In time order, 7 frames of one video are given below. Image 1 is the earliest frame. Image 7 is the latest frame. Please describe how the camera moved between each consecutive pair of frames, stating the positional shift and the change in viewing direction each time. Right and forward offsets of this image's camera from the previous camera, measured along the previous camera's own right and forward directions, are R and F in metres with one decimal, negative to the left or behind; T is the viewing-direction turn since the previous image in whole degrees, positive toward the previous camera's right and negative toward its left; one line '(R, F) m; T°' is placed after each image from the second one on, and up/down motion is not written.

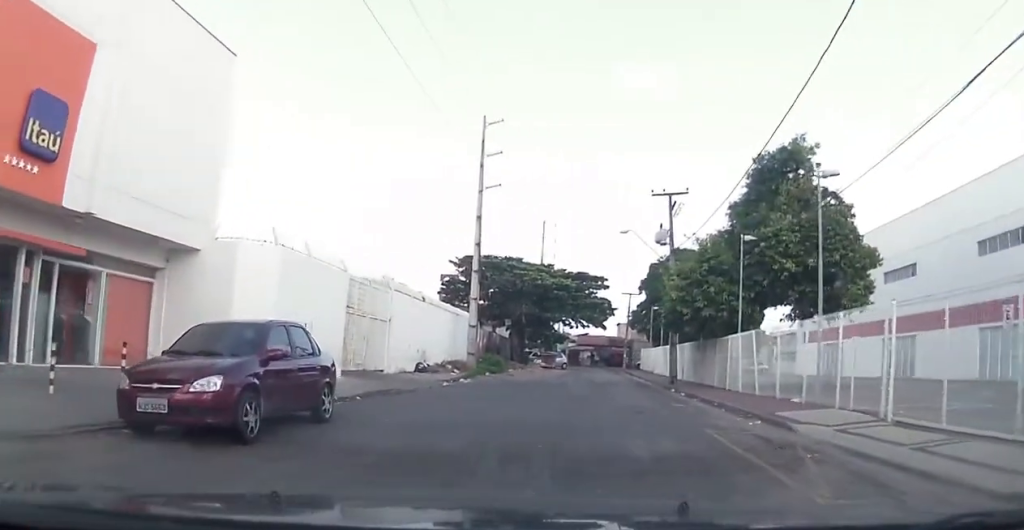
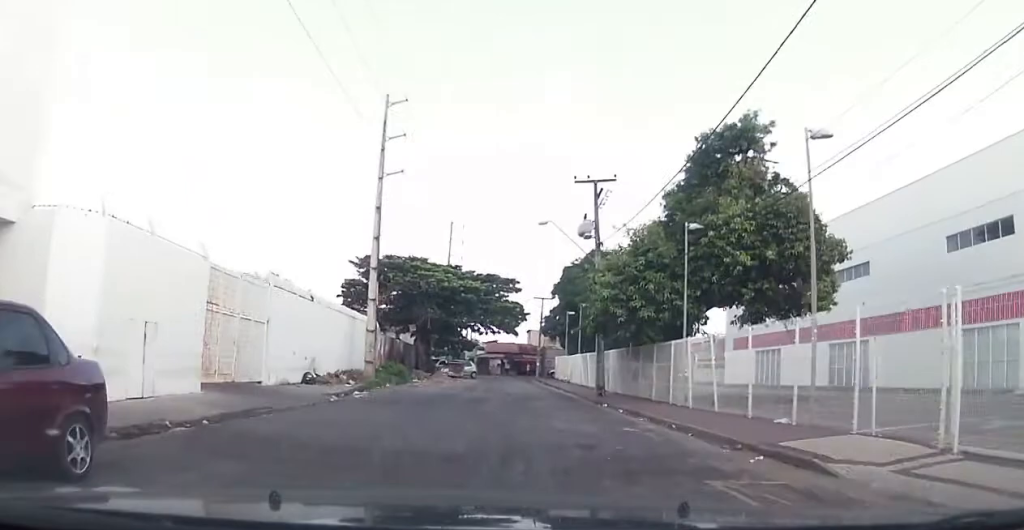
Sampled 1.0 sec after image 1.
(+0.5, +4.2) m; +2°
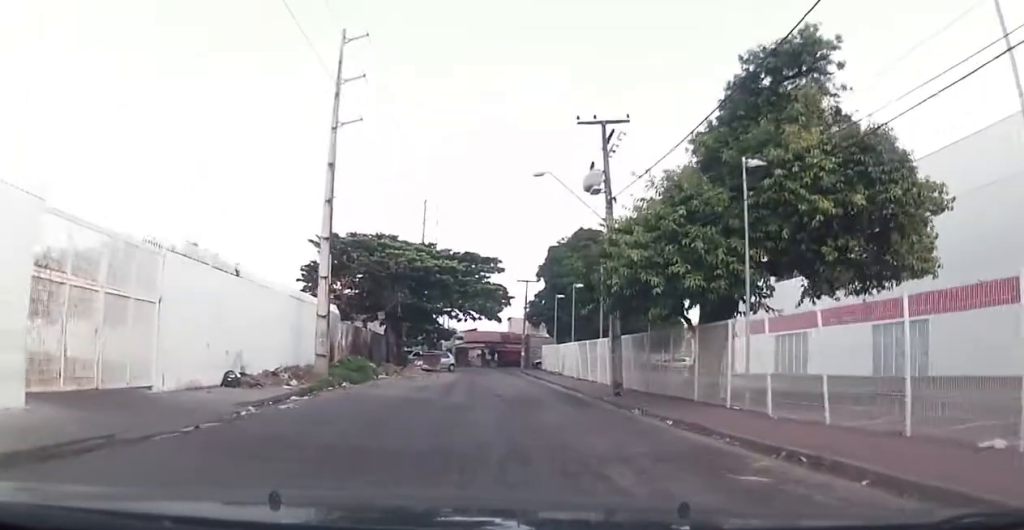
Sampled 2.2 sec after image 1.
(-0.2, +6.6) m; +2°
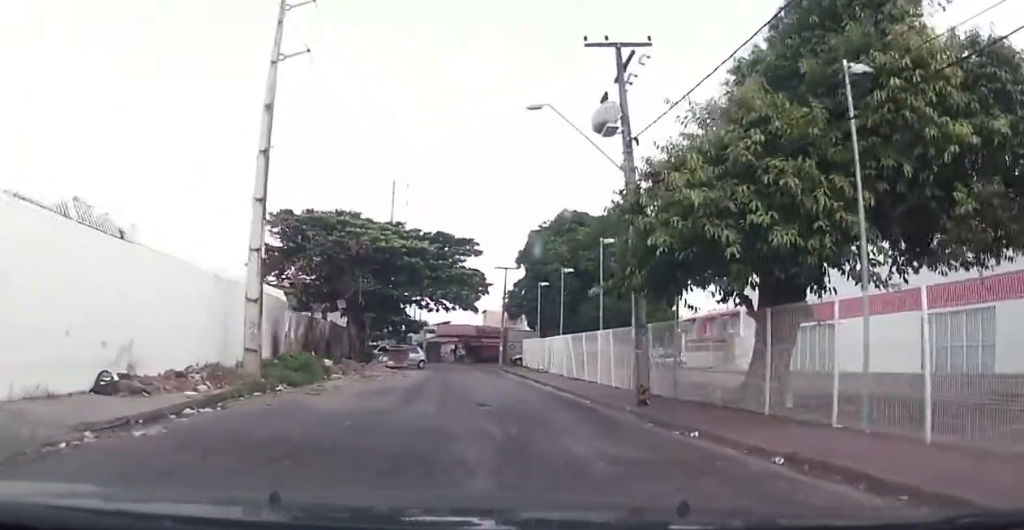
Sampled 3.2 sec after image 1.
(+0.4, +5.9) m; +4°
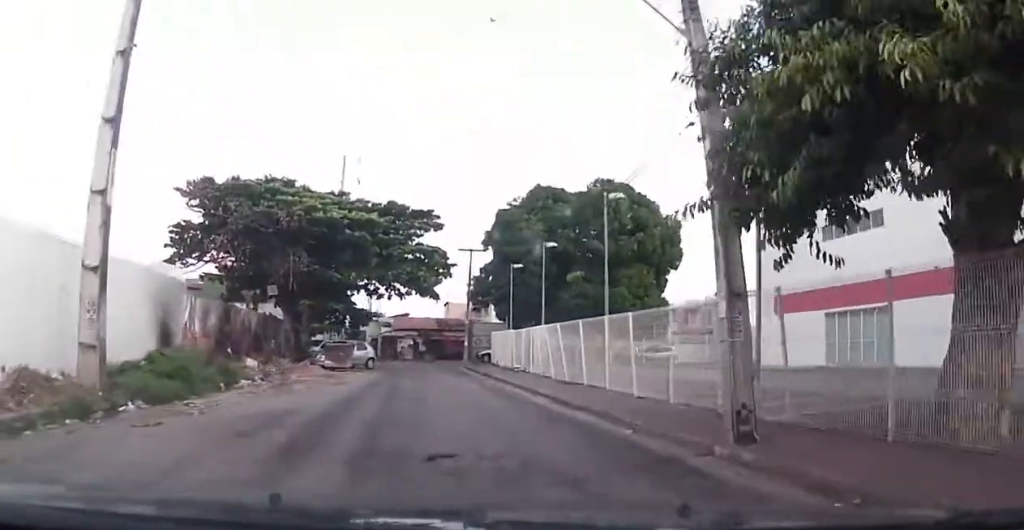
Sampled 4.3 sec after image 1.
(0.0, +7.8) m; +2°
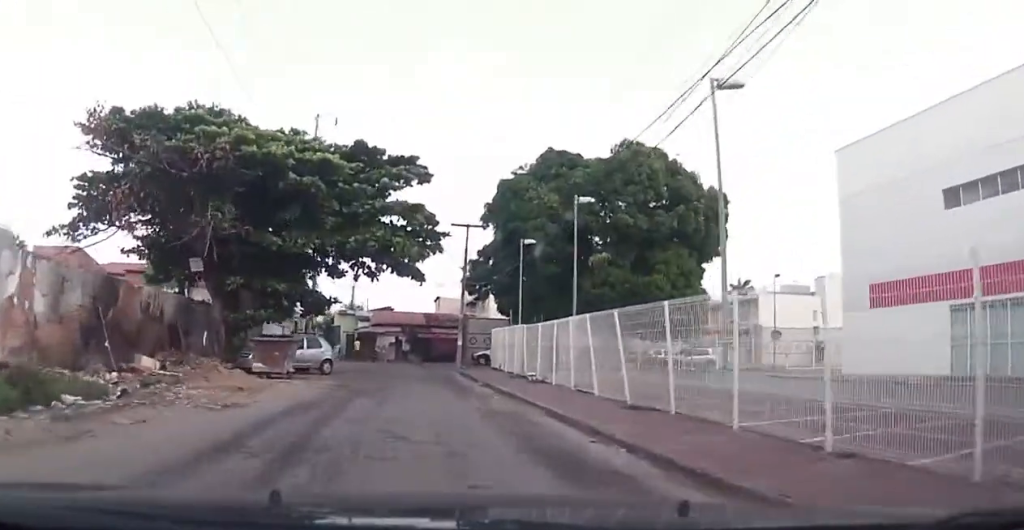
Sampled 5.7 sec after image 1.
(+0.5, +9.9) m; +2°
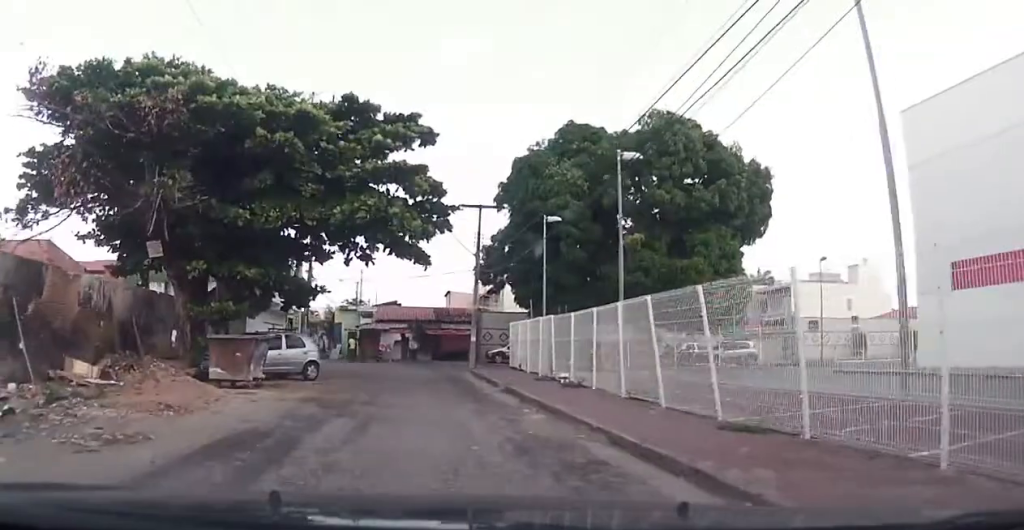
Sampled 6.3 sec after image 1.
(-0.1, +4.8) m; -2°
